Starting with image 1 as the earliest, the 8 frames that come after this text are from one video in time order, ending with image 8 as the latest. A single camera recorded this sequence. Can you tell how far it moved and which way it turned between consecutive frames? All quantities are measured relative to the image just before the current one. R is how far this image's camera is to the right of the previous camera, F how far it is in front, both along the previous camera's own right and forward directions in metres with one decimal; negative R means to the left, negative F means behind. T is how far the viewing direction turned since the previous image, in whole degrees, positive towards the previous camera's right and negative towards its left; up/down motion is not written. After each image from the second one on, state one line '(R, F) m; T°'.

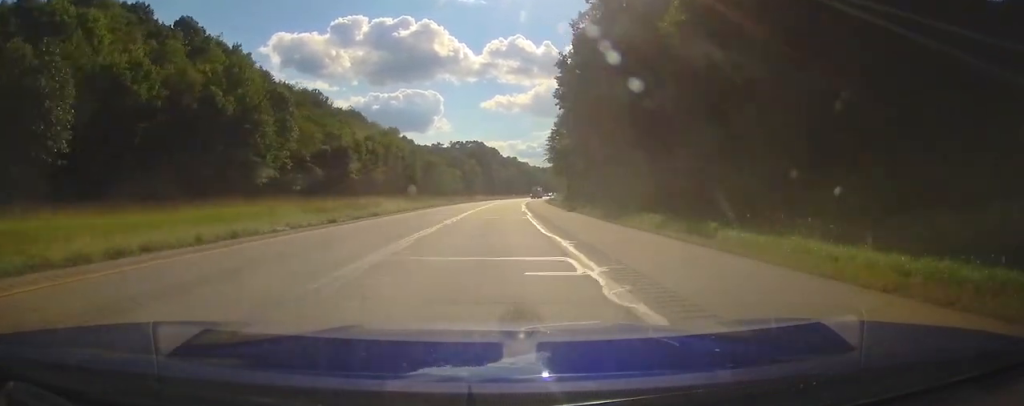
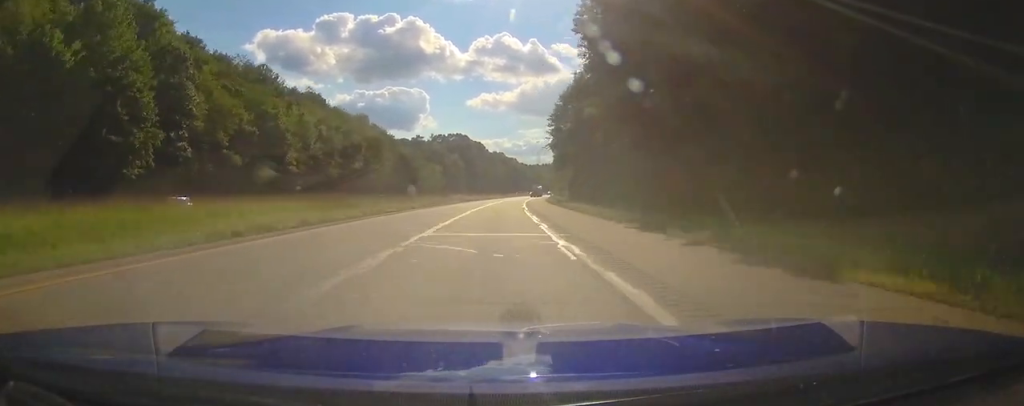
(+0.4, +30.7) m; +2°
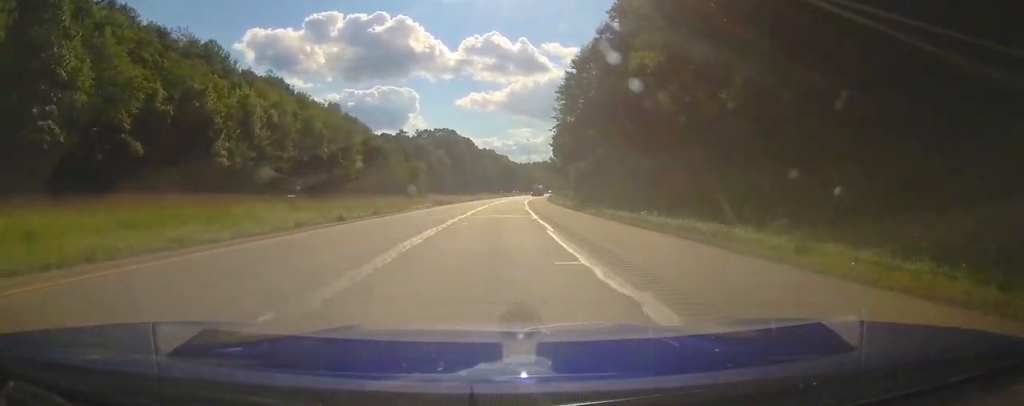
(+0.3, +23.1) m; +1°
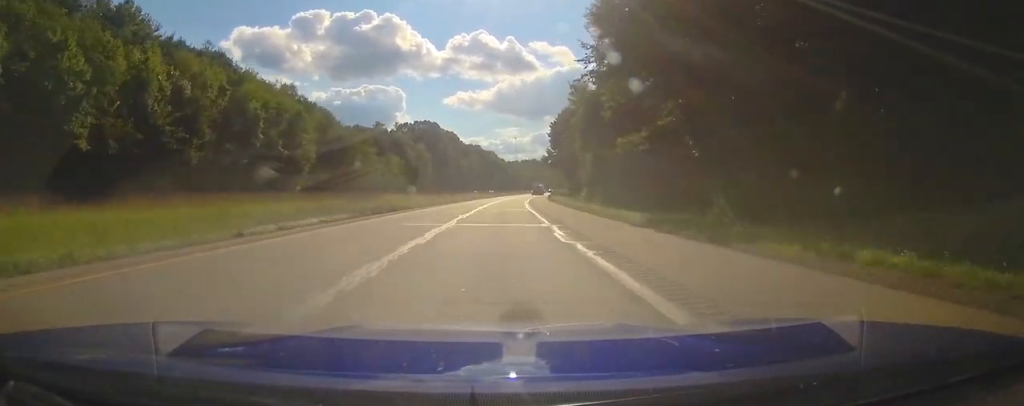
(+0.1, +27.4) m; +2°
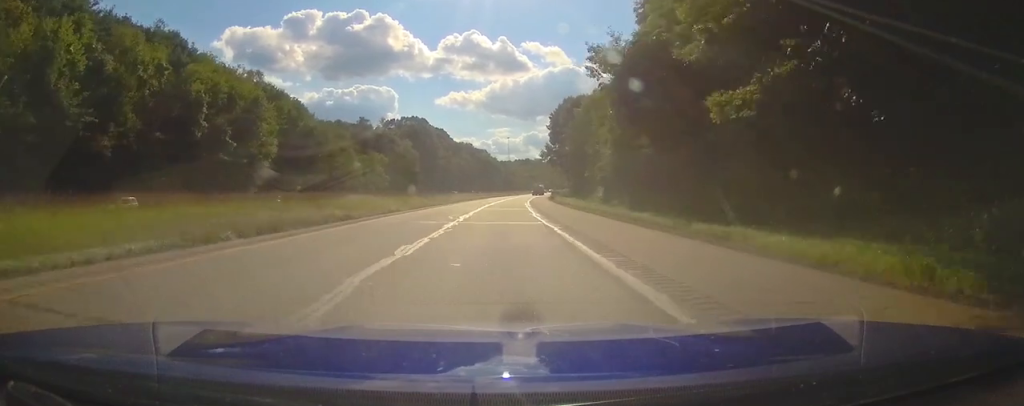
(+0.4, +16.4) m; +1°
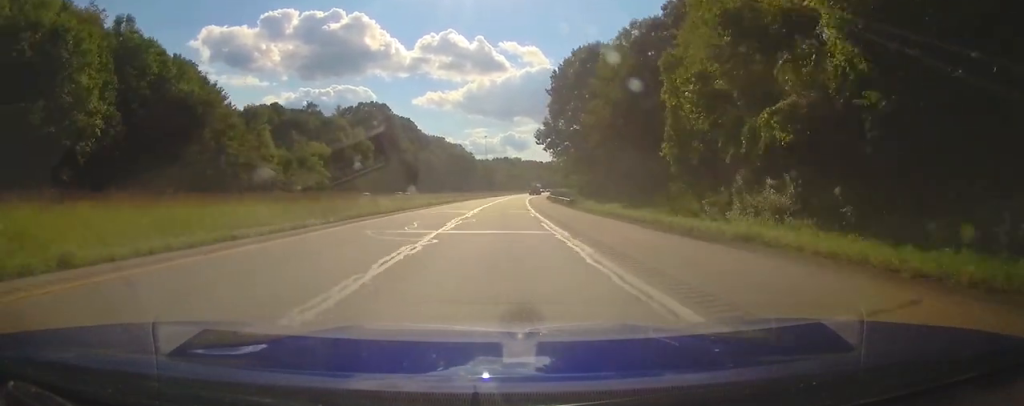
(+1.0, +41.6) m; +2°
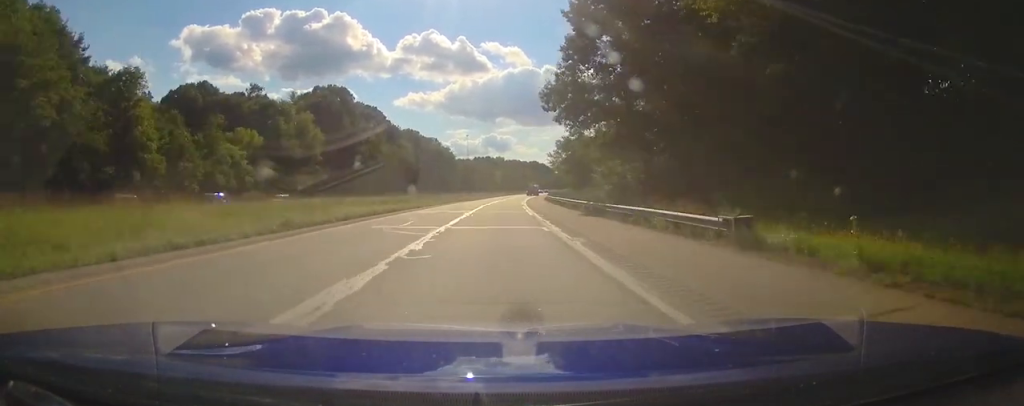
(+0.2, +34.0) m; +1°
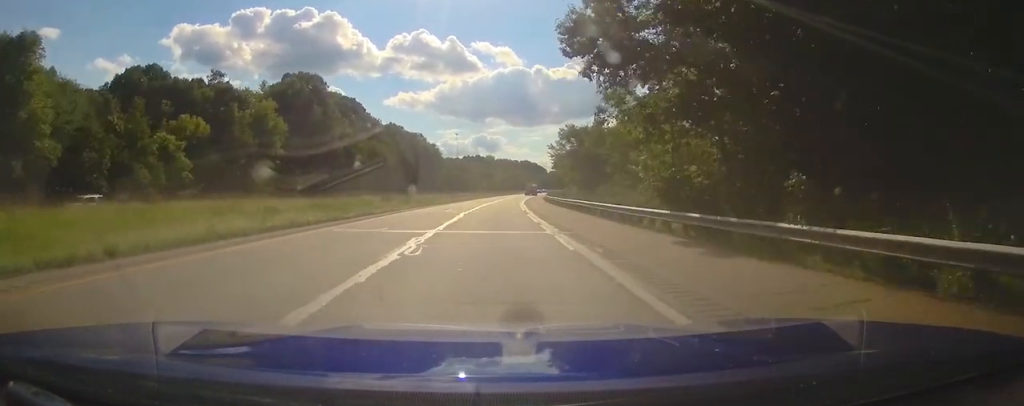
(+0.2, +18.7) m; +1°
